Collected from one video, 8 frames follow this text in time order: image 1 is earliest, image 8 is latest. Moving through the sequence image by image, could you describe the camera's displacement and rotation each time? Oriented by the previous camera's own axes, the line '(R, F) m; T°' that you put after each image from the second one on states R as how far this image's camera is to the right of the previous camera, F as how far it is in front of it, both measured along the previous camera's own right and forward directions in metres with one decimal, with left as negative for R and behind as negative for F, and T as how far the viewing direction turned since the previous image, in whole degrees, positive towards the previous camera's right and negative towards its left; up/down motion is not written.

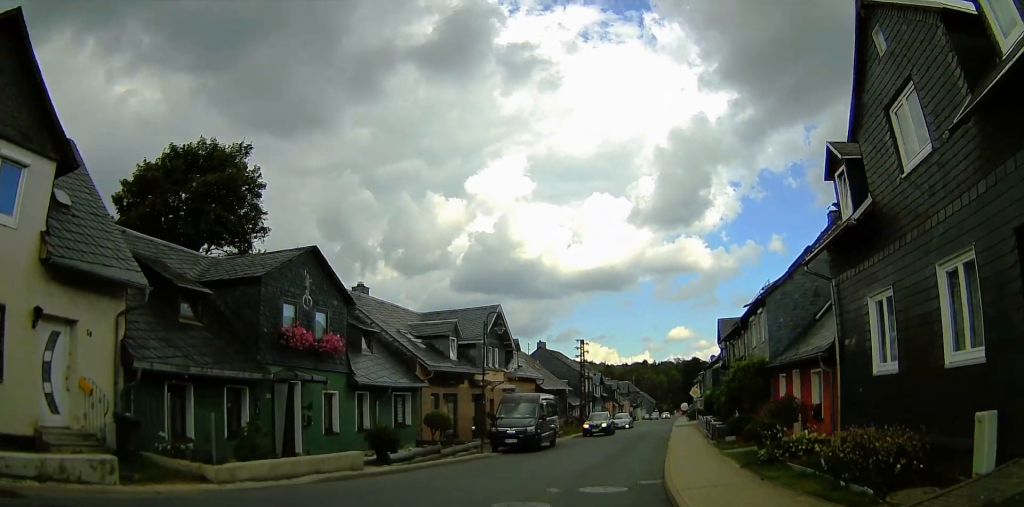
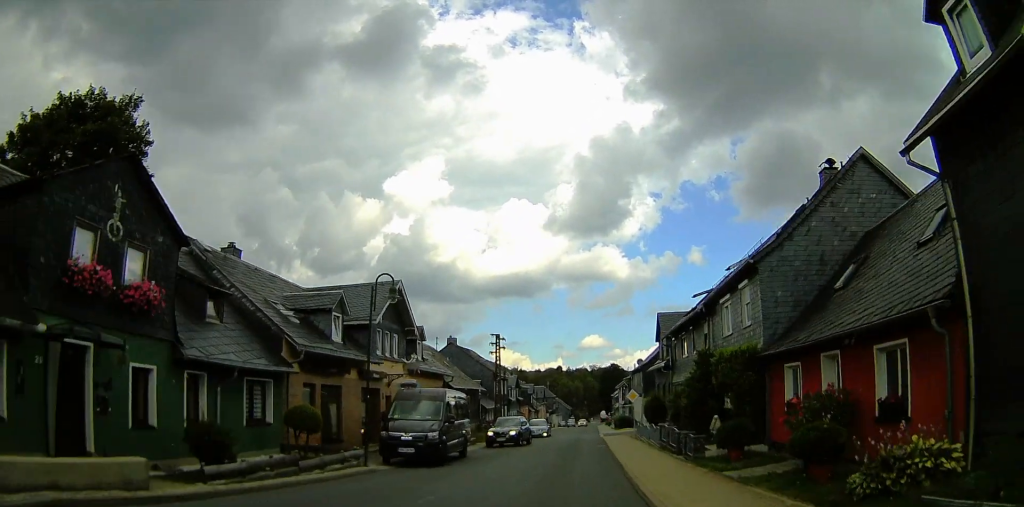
(+0.1, +6.9) m; +1°
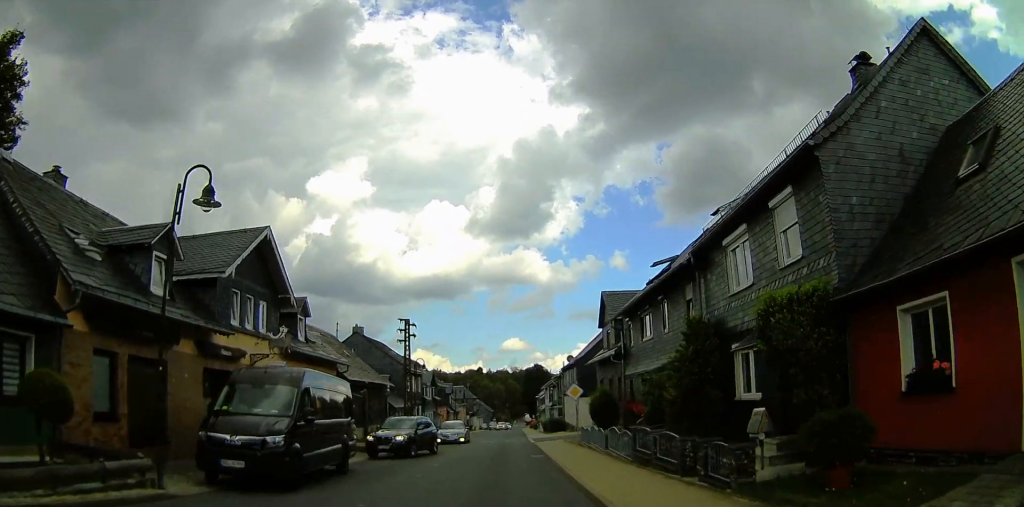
(0.0, +8.2) m; +4°
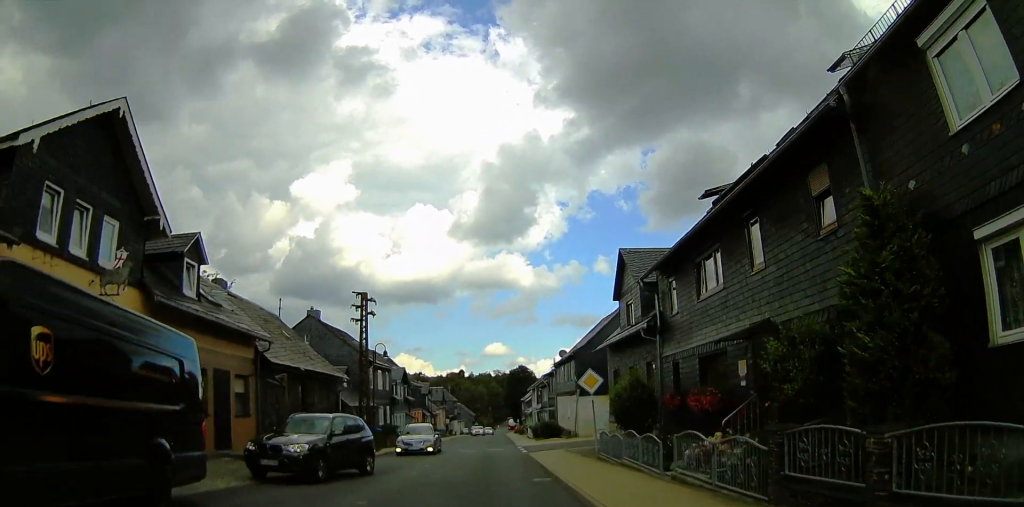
(+0.7, +9.3) m; +5°
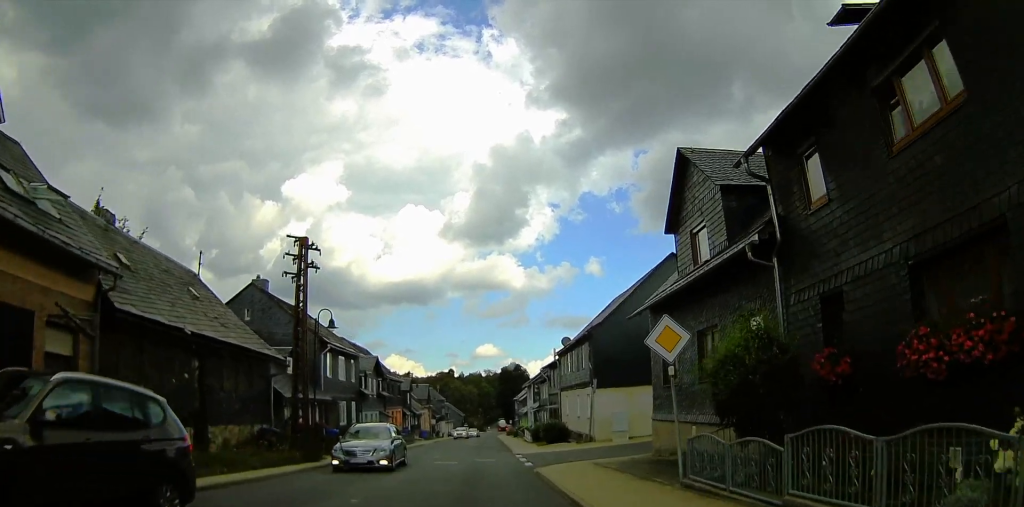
(-0.1, +10.0) m; -3°
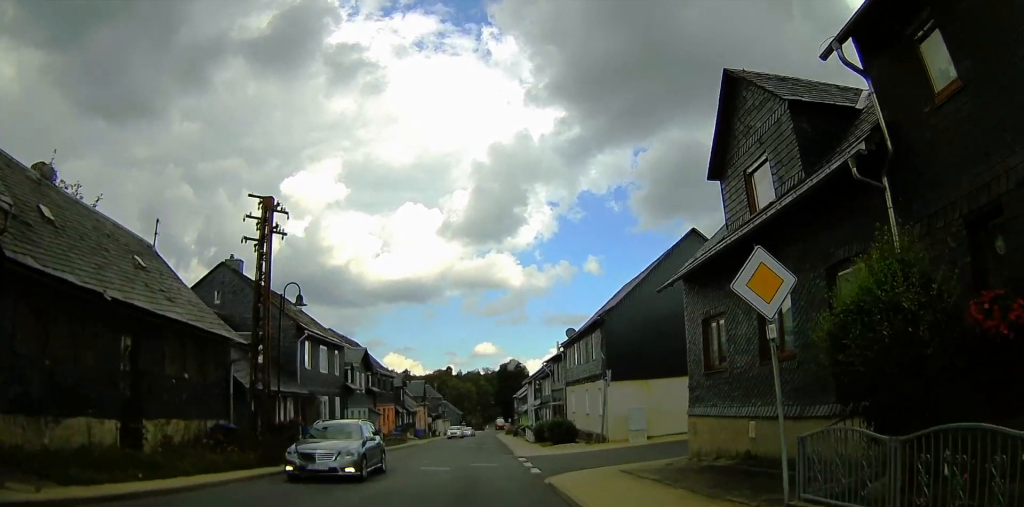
(-0.2, +4.0) m; -2°
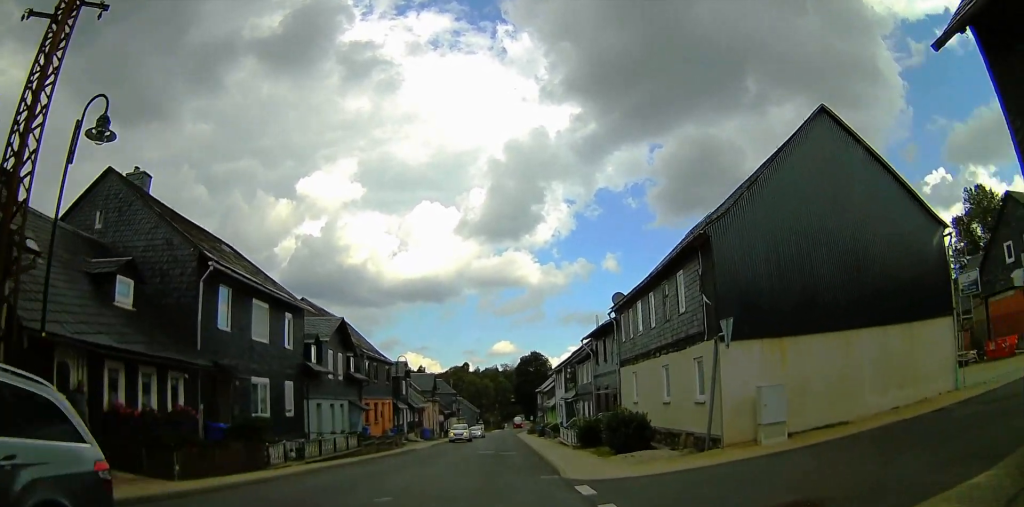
(0.0, +12.0) m; 0°
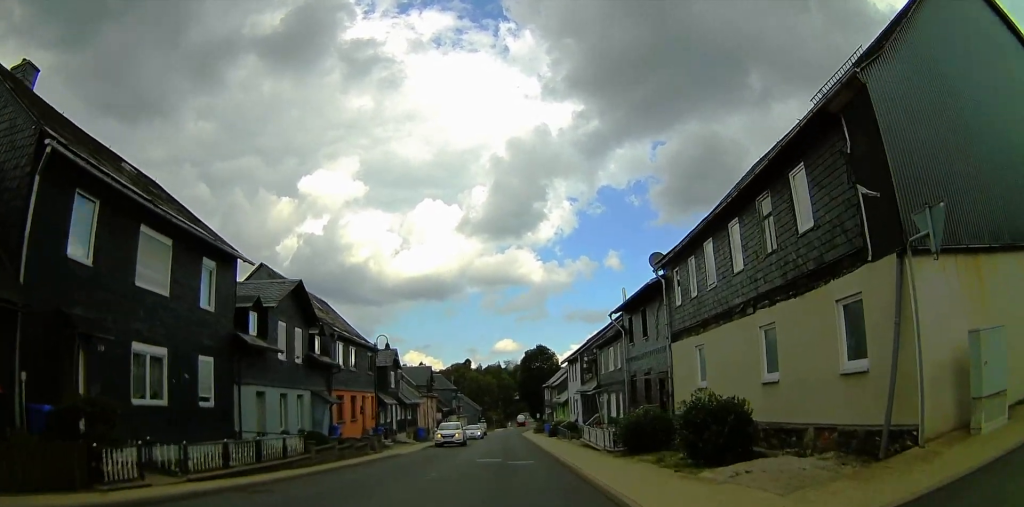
(0.0, +7.9) m; +1°
